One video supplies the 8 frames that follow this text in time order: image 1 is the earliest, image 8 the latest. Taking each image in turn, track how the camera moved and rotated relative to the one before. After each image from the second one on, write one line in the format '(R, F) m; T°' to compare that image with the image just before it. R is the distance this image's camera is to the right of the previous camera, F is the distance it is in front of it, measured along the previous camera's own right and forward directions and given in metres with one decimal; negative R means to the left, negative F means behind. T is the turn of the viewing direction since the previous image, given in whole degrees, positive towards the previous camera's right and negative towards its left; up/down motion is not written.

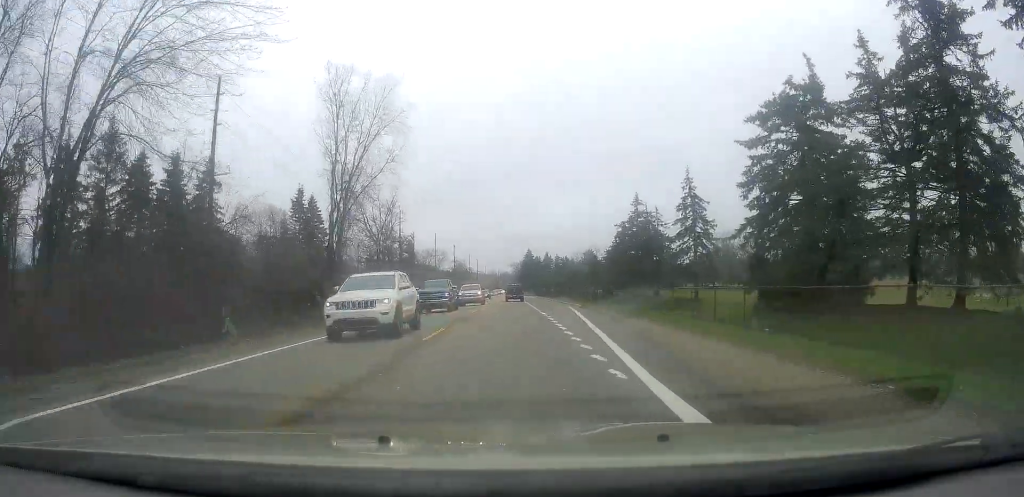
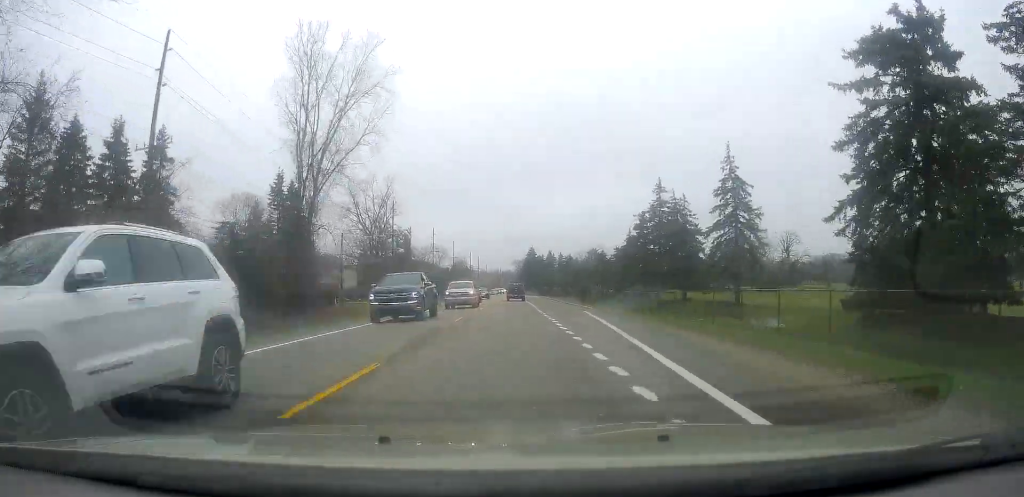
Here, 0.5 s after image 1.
(+0.1, +8.9) m; +1°
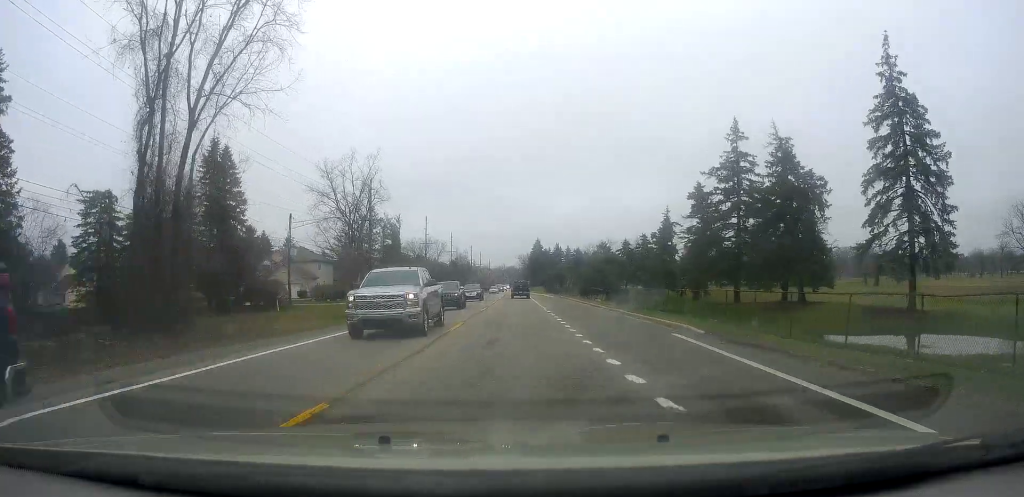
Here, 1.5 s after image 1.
(+0.5, +19.1) m; +1°
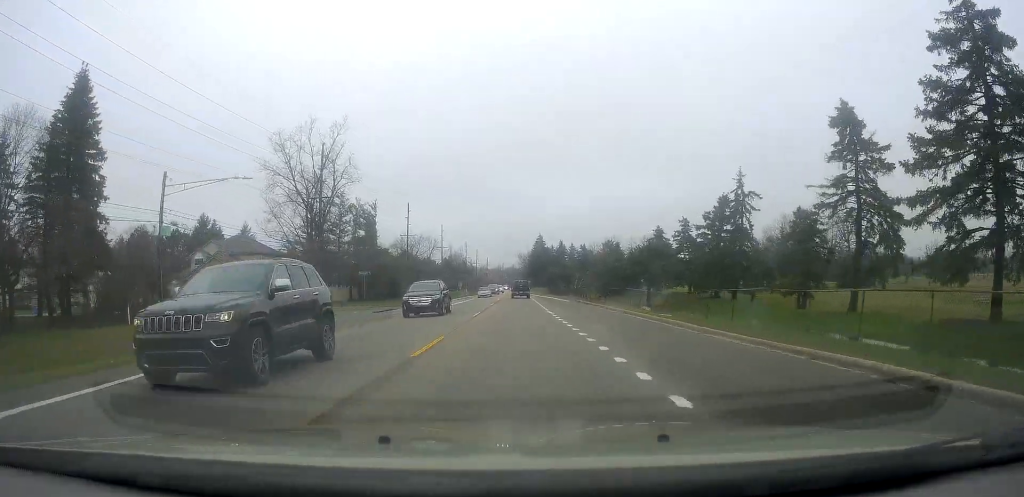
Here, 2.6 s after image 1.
(-0.1, +22.4) m; 0°
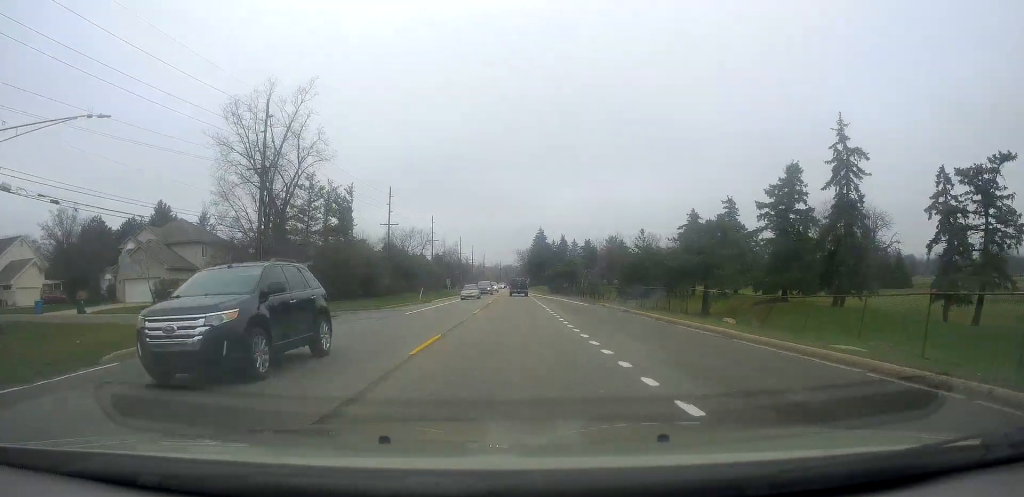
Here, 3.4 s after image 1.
(+0.1, +15.3) m; -1°
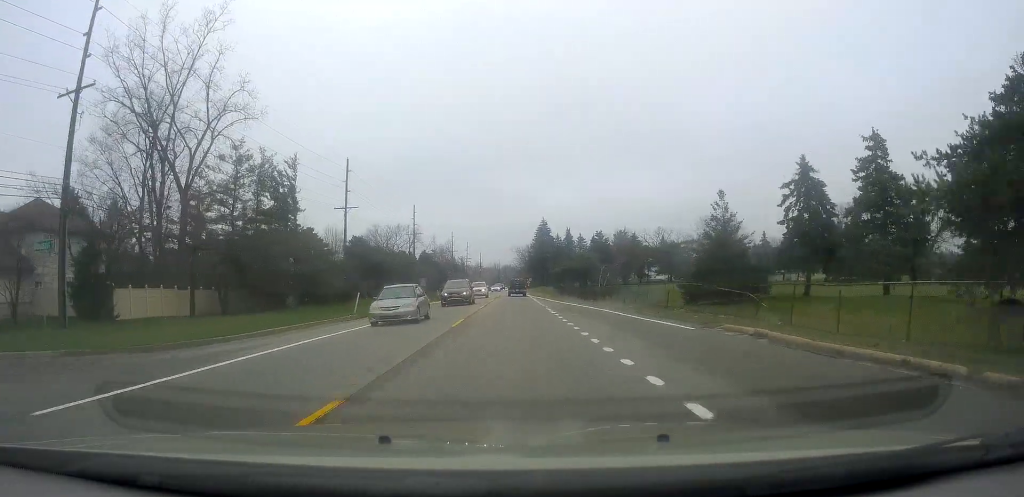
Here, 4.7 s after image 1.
(-0.2, +24.0) m; +1°
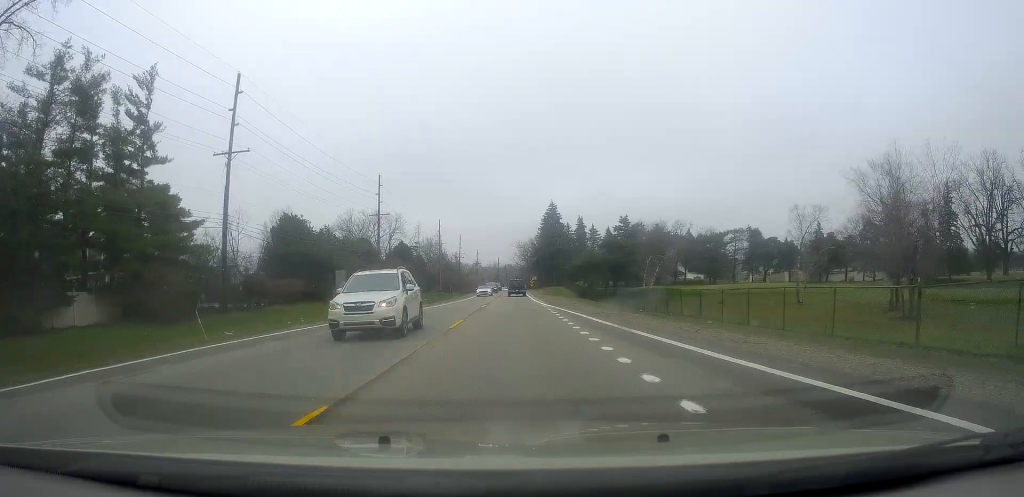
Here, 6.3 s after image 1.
(+0.2, +30.9) m; 0°
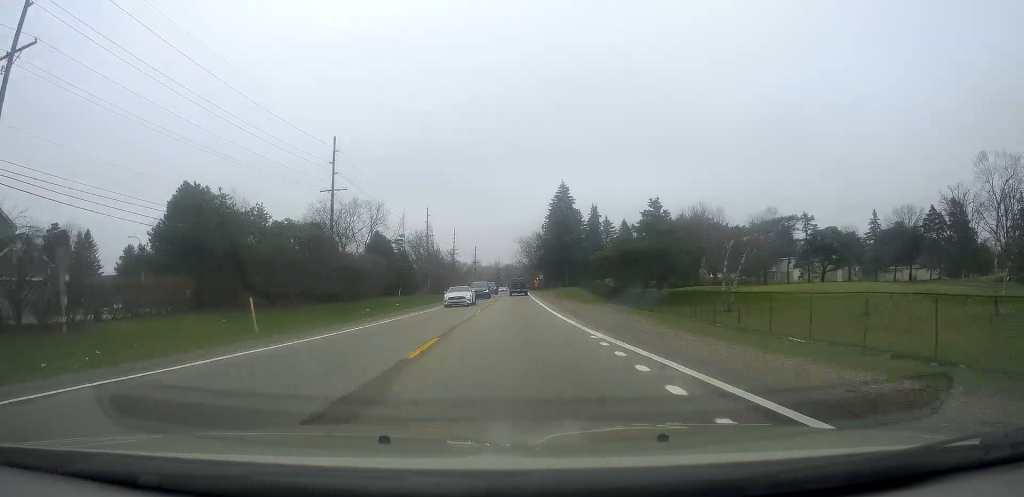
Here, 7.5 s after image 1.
(+0.1, +22.8) m; -2°
